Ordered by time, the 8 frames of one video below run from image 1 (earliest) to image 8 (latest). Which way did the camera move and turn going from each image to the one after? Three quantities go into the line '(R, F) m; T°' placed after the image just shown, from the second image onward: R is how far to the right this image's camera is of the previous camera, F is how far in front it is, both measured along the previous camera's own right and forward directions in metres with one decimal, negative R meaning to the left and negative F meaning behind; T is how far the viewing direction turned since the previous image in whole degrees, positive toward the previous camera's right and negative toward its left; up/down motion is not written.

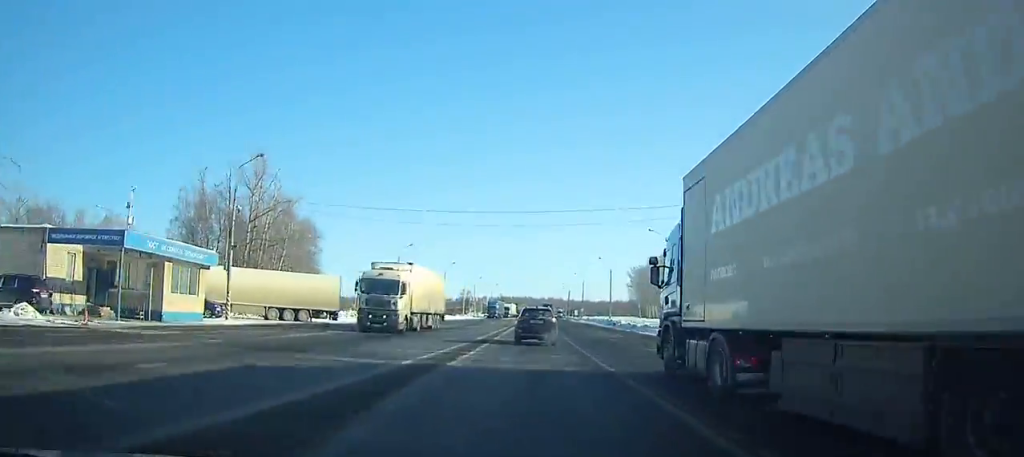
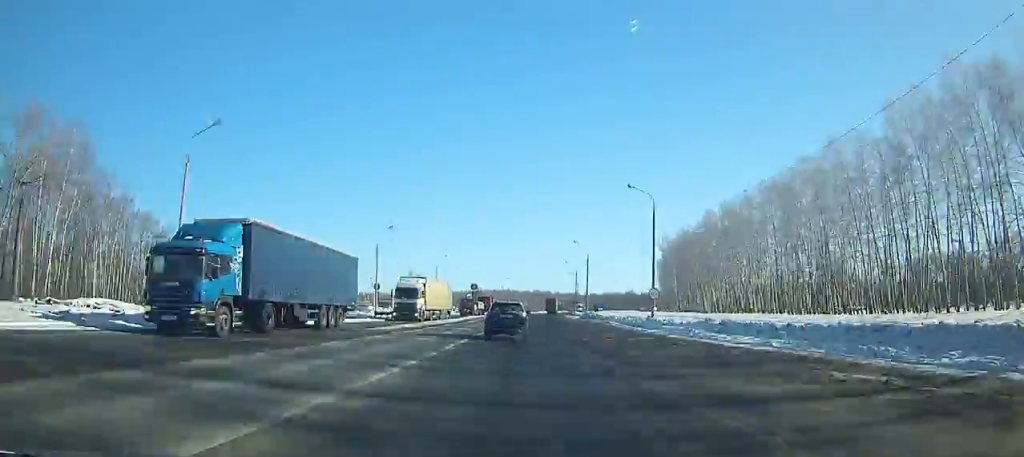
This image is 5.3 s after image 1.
(+1.3, +85.5) m; +2°
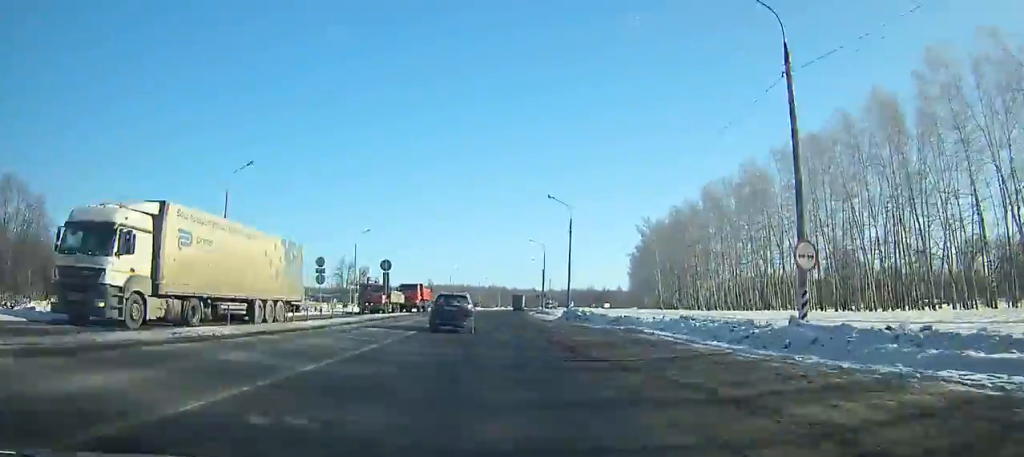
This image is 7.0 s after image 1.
(+0.1, +29.3) m; 0°
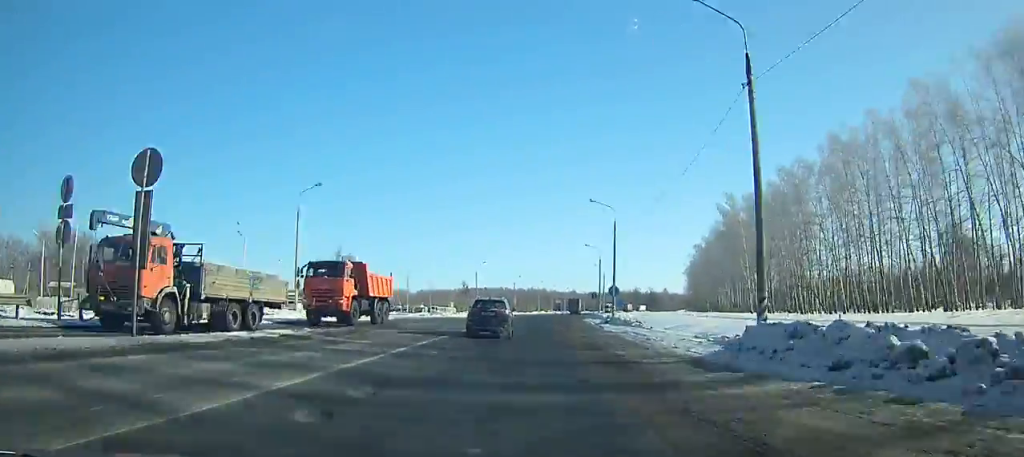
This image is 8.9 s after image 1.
(+0.2, +34.0) m; +1°
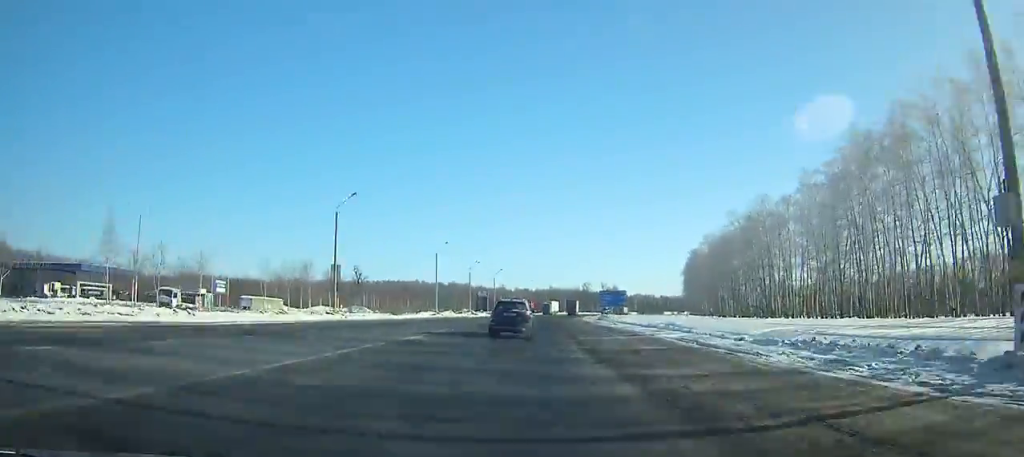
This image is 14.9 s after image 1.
(+3.8, +109.7) m; +5°
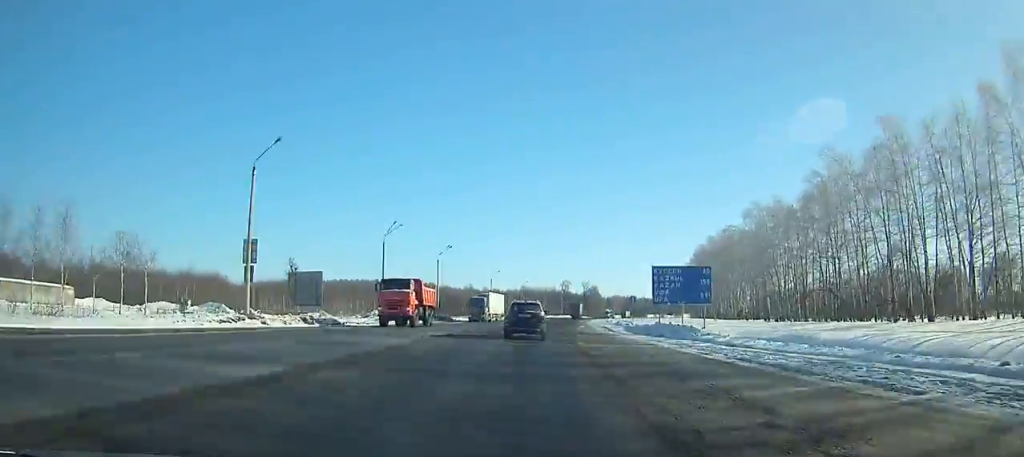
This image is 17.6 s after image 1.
(+1.4, +50.7) m; +3°
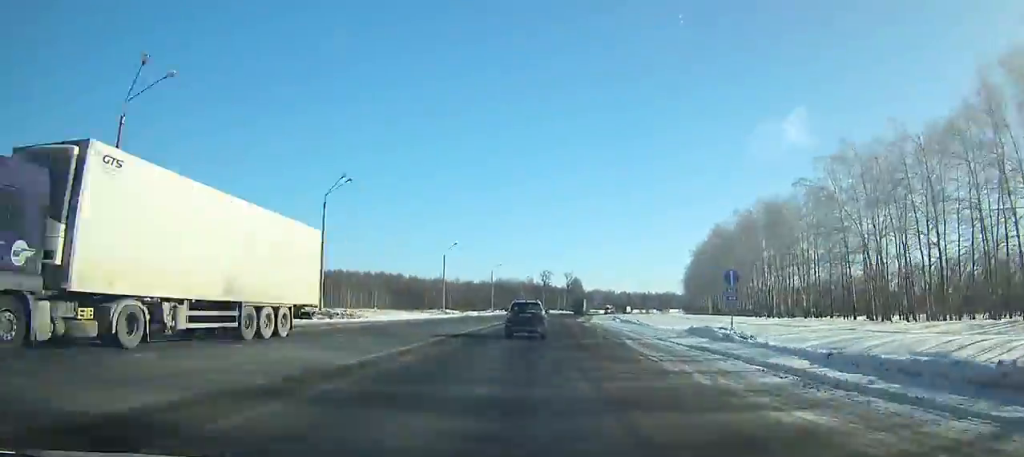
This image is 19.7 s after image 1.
(+0.6, +40.0) m; +2°
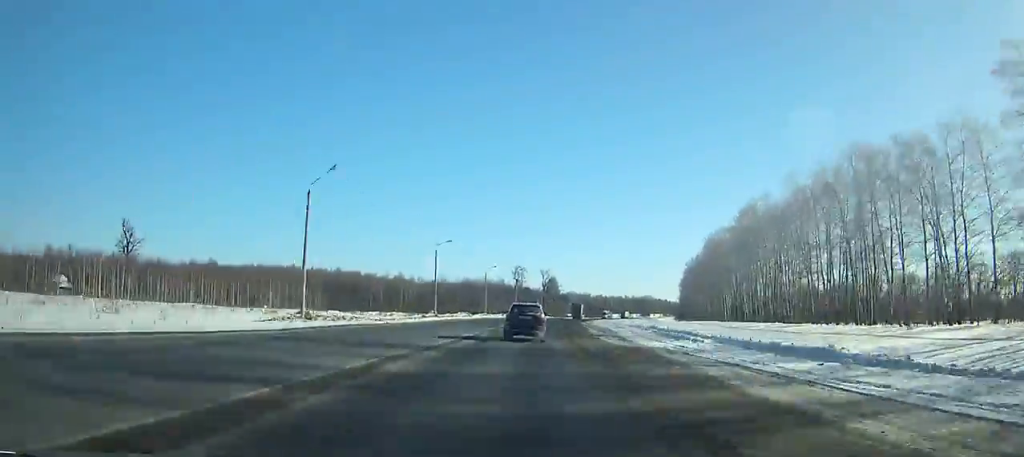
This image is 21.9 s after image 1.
(+0.6, +42.3) m; +2°
